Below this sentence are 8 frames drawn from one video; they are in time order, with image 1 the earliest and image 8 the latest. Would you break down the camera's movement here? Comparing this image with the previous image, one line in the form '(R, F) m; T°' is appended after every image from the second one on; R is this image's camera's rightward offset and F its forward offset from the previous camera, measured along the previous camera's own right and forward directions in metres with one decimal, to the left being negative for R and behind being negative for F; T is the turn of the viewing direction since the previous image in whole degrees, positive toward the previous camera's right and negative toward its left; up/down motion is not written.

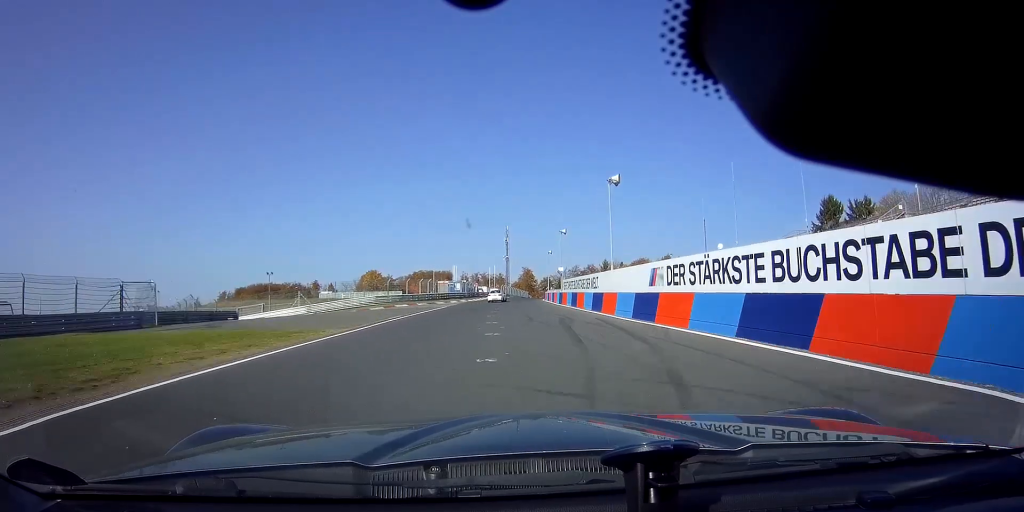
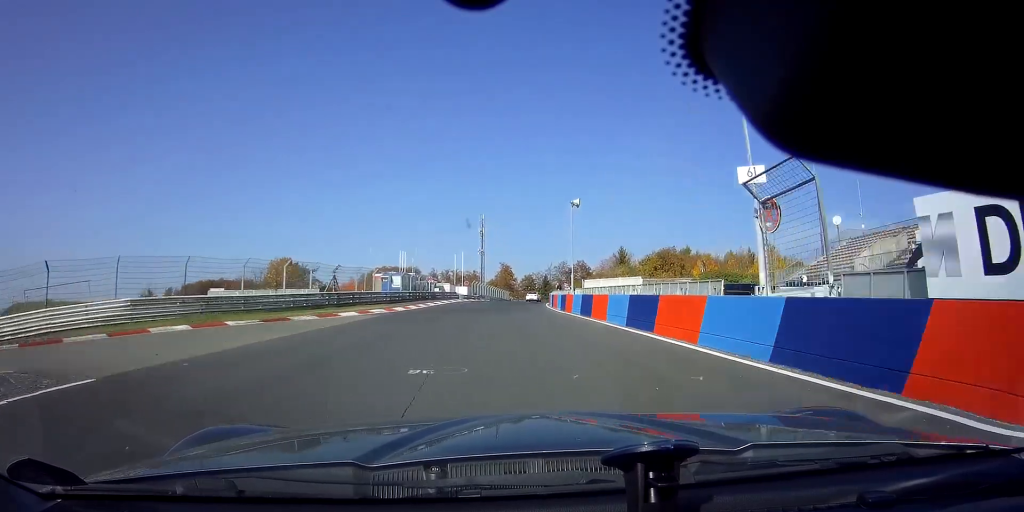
(+1.3, +39.7) m; +3°
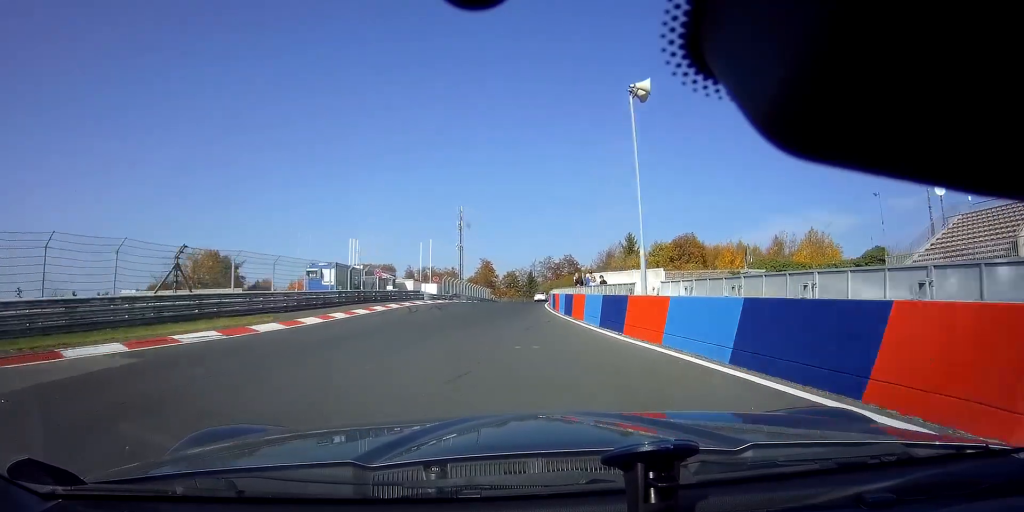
(+0.2, +18.2) m; +2°
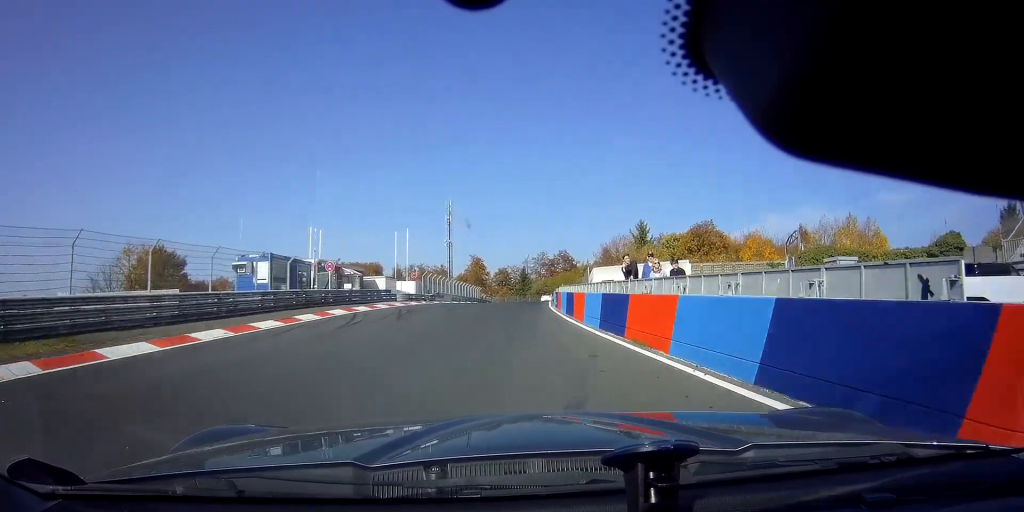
(-0.1, +10.7) m; +1°
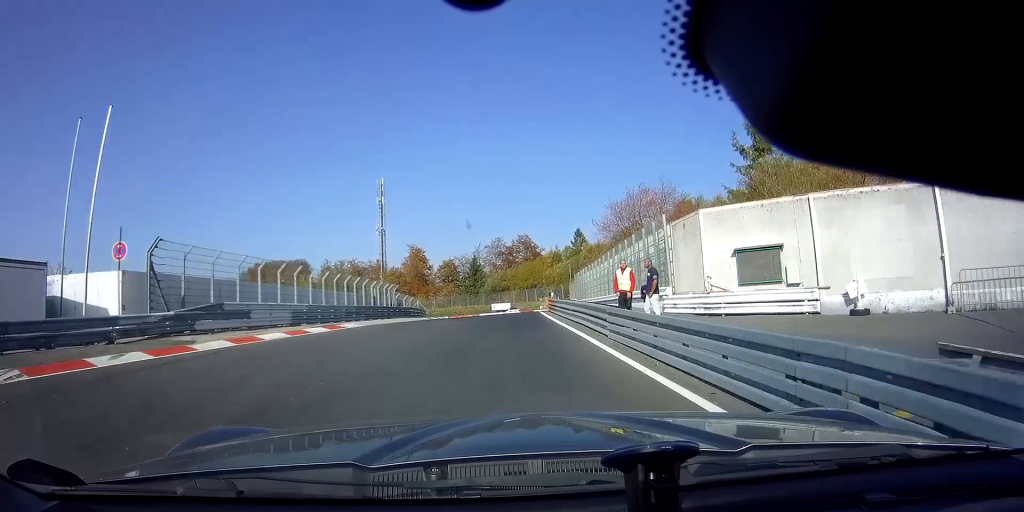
(+1.9, +39.0) m; +4°
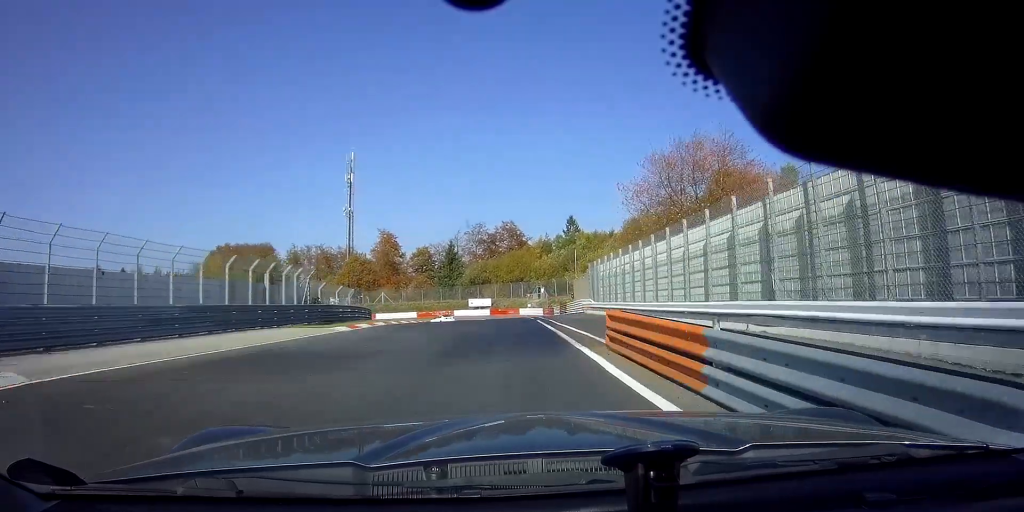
(+0.2, +18.0) m; +2°
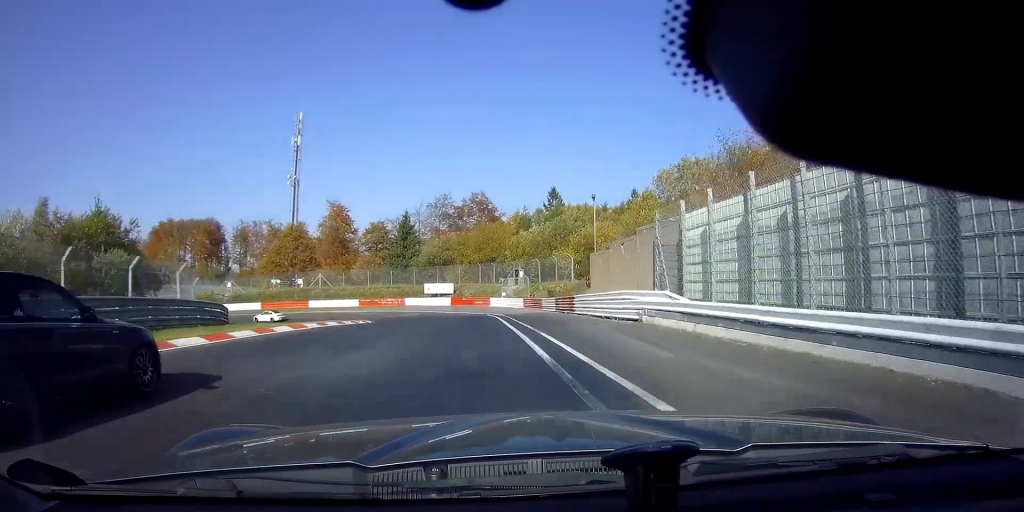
(+0.6, +21.1) m; +1°
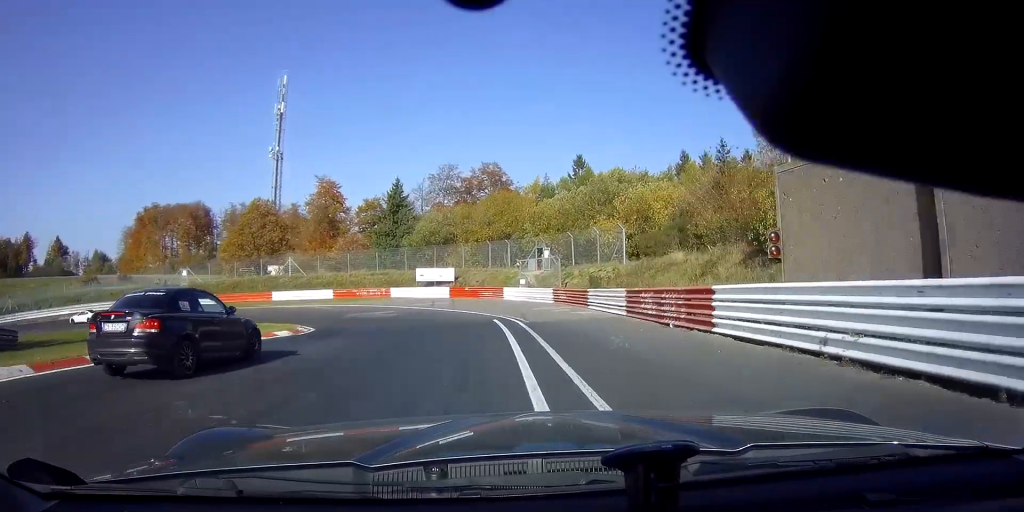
(-0.3, +17.4) m; -5°
